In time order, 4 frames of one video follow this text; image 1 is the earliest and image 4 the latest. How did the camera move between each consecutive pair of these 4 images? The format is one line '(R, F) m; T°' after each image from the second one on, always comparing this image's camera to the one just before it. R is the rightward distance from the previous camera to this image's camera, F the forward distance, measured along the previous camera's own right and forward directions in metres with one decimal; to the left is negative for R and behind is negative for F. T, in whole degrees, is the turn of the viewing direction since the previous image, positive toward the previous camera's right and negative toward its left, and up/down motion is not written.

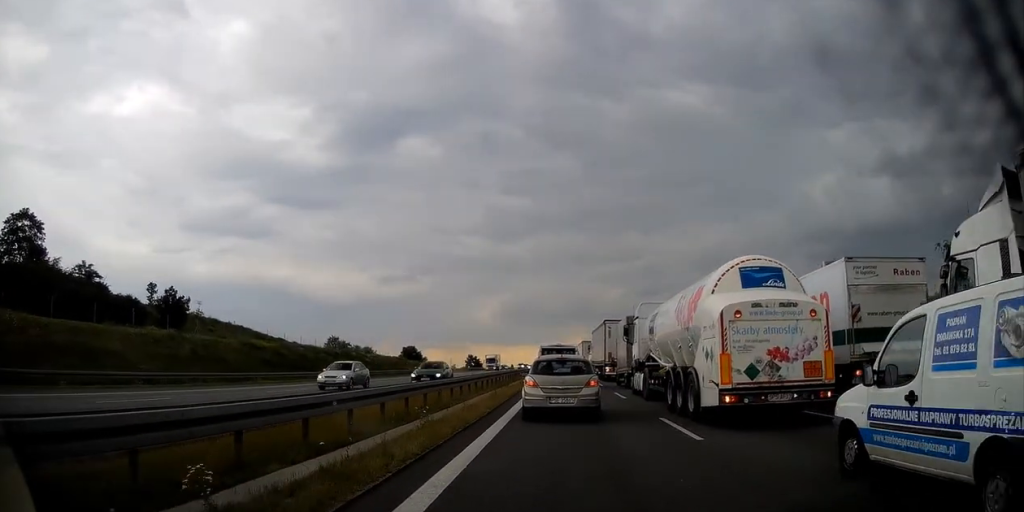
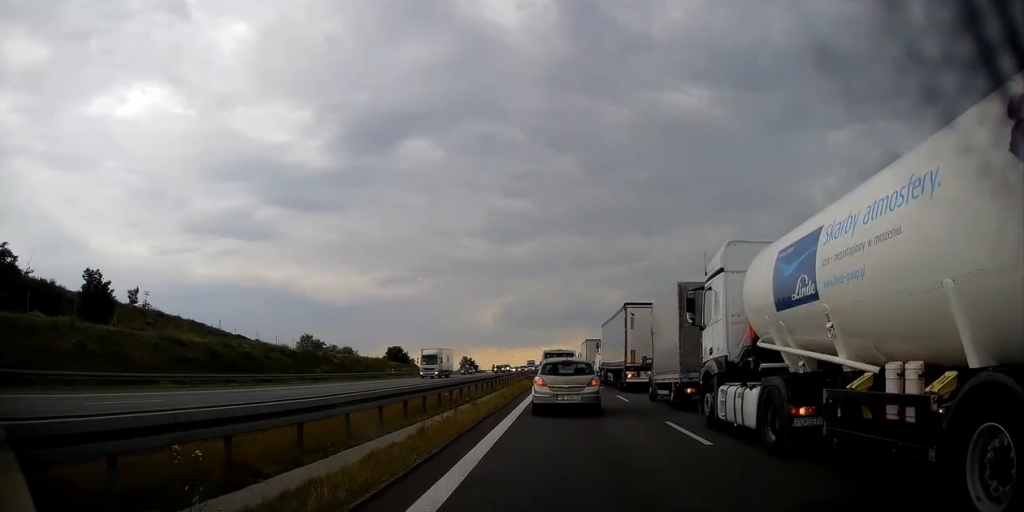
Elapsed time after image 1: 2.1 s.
(+0.1, +14.0) m; 0°
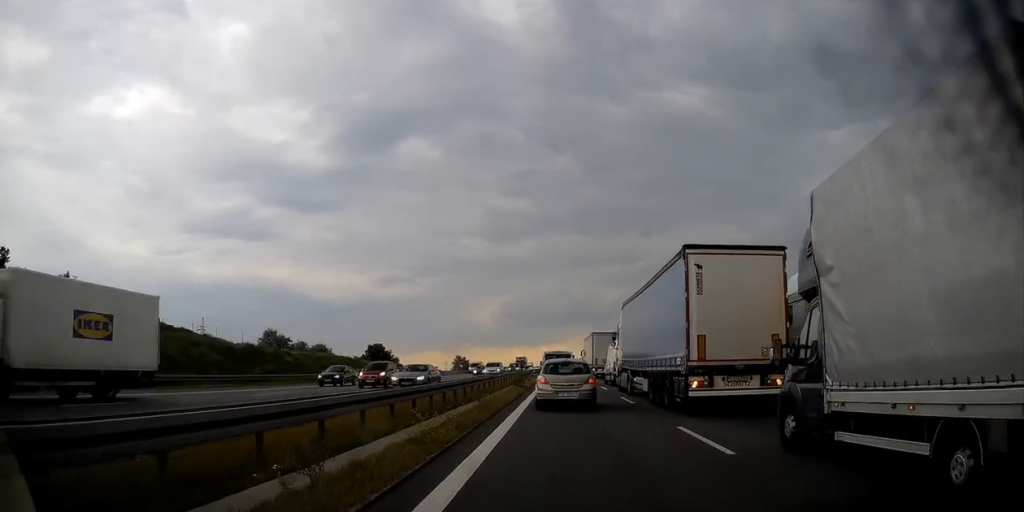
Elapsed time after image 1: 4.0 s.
(-0.1, +13.0) m; -1°
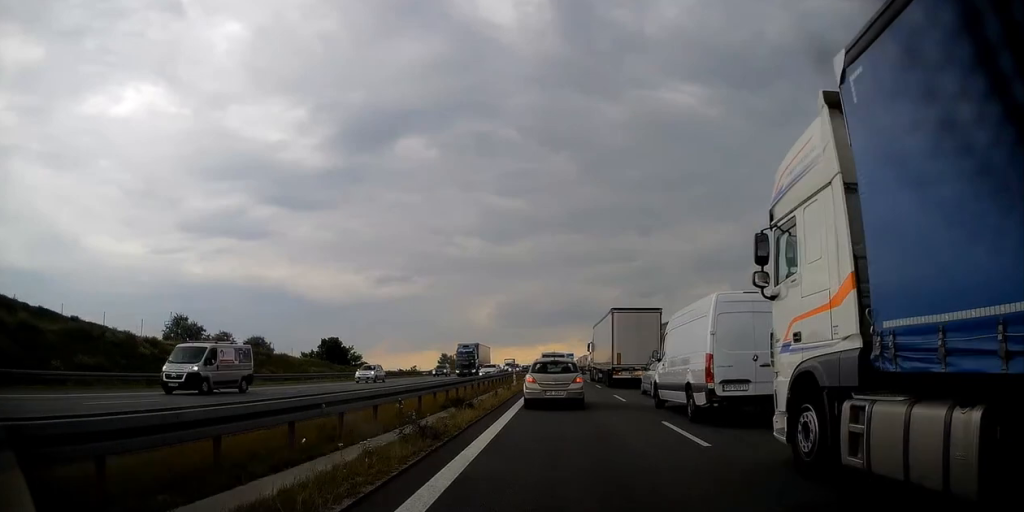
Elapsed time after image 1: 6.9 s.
(-0.4, +24.0) m; -1°
